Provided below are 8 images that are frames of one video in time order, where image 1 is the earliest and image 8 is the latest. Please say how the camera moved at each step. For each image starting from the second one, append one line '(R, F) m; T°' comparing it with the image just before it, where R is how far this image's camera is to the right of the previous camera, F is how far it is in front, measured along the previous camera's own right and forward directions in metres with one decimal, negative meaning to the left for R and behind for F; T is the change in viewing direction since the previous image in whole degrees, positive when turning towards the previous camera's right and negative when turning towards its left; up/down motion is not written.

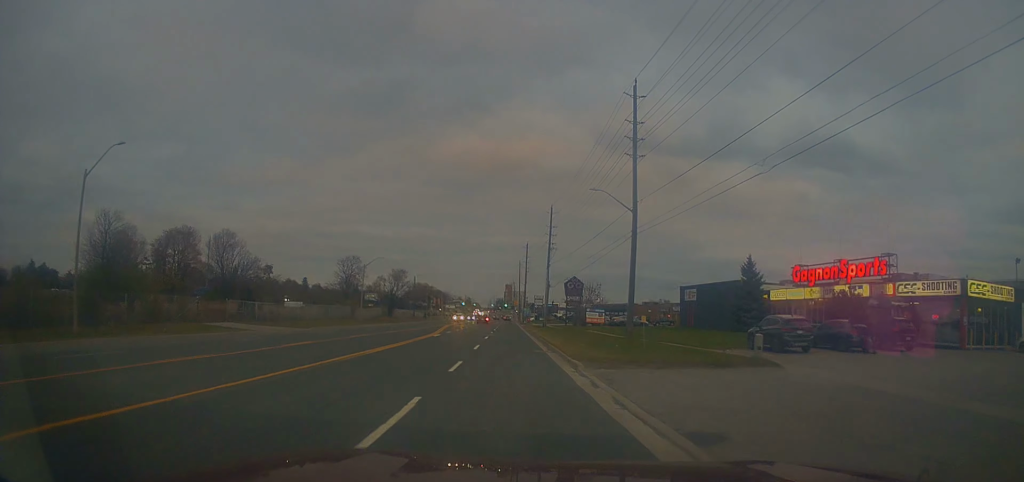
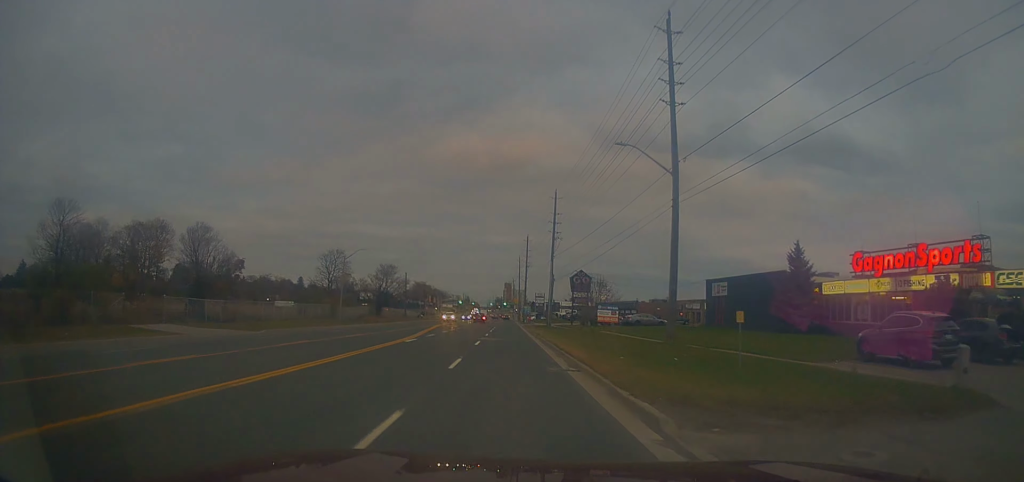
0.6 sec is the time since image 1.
(0.0, +9.8) m; +1°
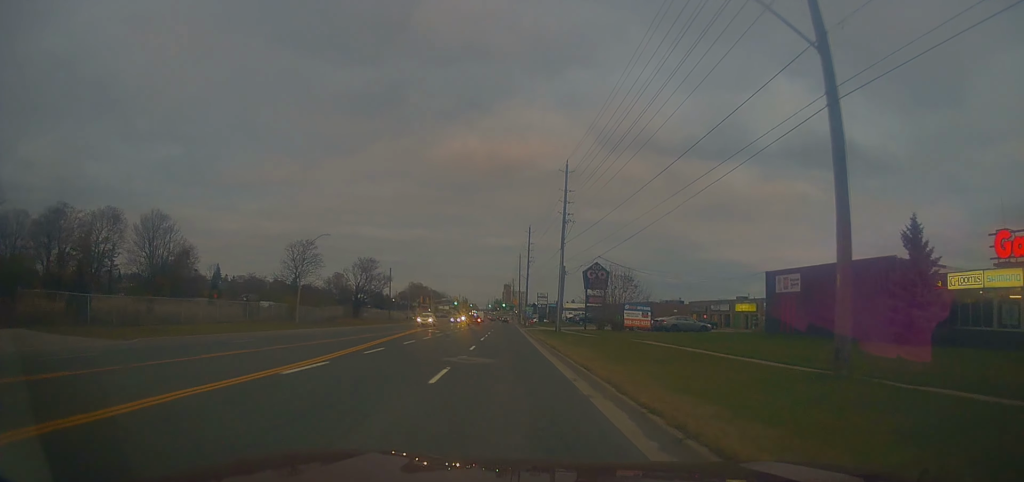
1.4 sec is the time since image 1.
(+0.2, +14.9) m; +1°
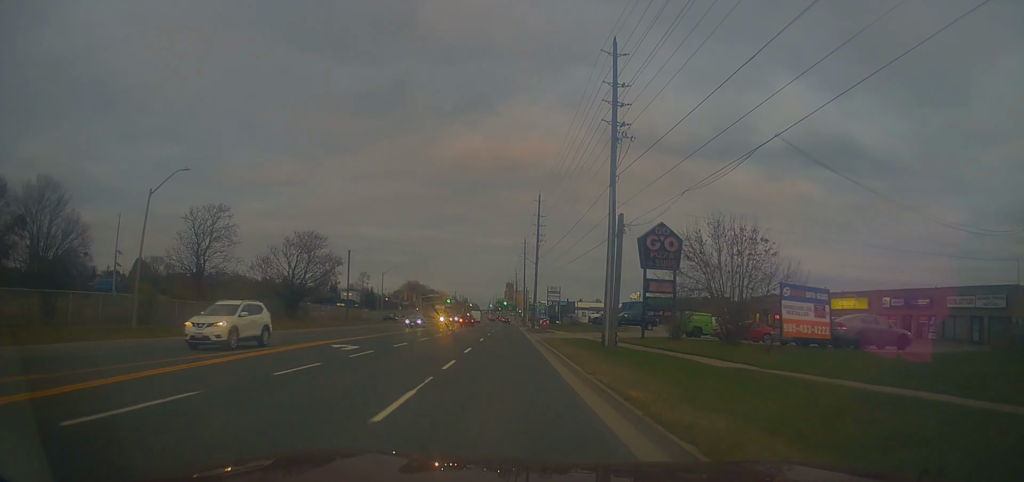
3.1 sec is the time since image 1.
(-0.5, +28.3) m; -2°
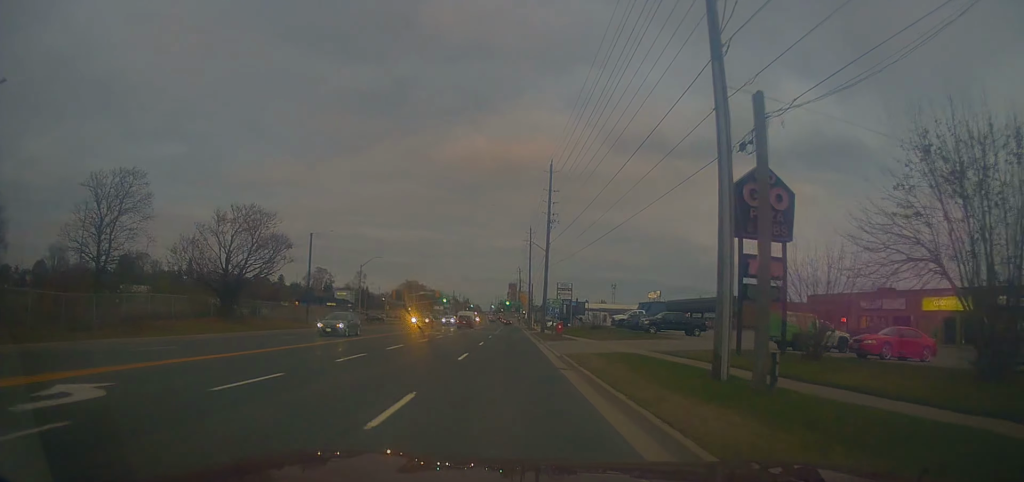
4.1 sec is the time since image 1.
(0.0, +16.1) m; 0°
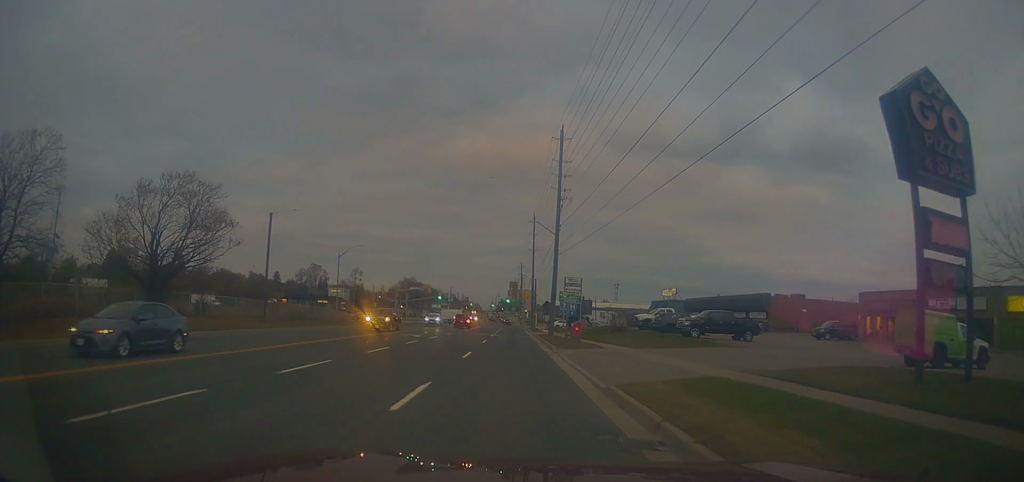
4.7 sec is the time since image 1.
(0.0, +11.1) m; 0°
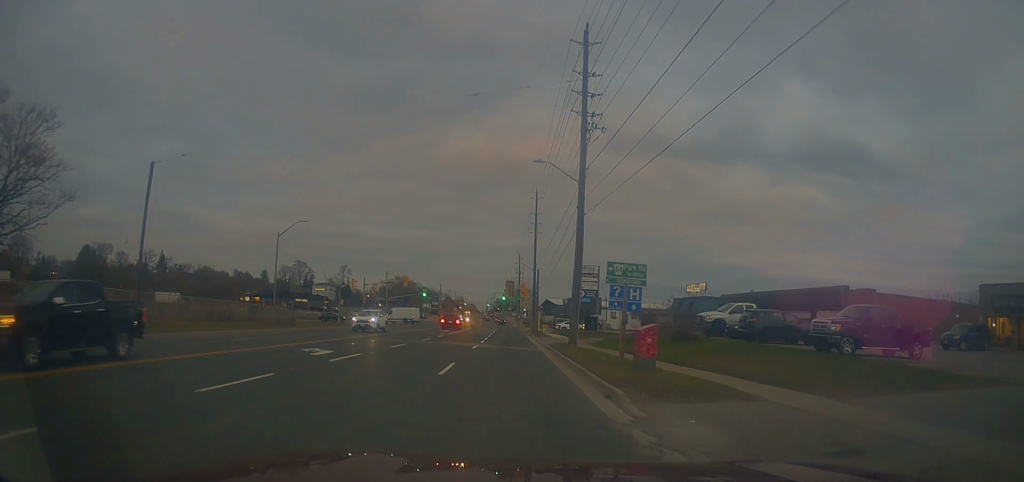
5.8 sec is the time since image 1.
(0.0, +18.3) m; +2°
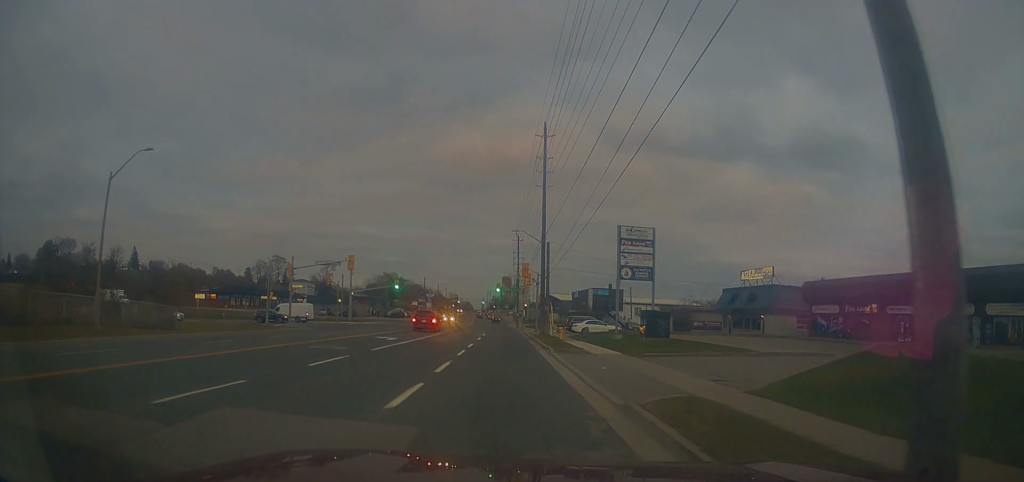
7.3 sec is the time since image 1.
(+0.4, +24.9) m; -1°
